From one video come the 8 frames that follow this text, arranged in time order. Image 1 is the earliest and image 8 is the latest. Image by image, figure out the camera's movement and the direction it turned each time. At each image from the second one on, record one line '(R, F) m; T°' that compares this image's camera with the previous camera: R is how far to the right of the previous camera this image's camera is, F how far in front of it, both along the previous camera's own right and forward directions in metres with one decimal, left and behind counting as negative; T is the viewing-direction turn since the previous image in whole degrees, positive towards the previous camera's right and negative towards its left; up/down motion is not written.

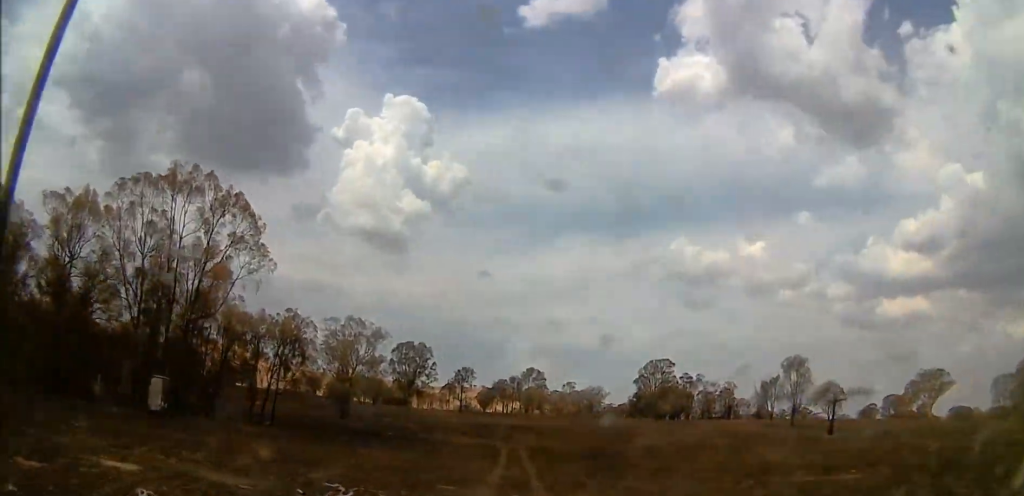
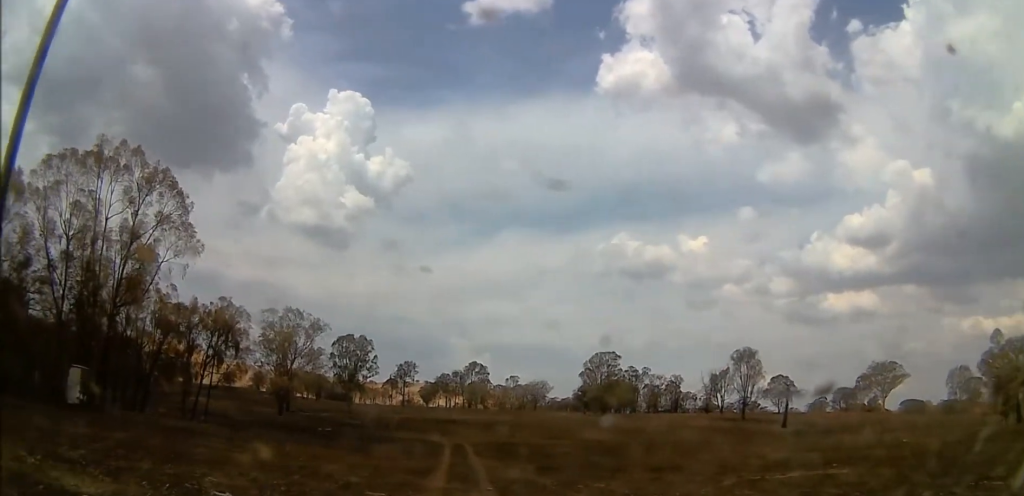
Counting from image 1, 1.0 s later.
(+0.7, +3.8) m; +2°
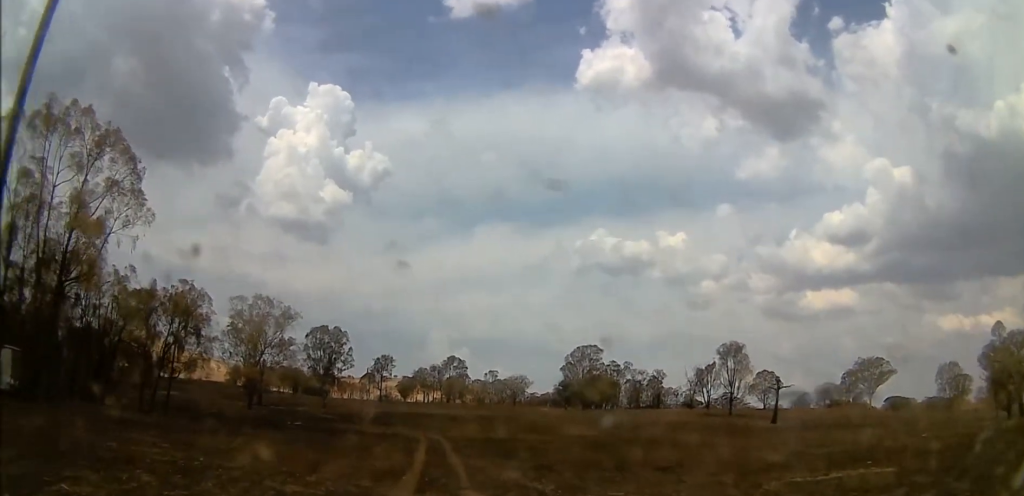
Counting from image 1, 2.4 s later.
(0.0, +5.4) m; +1°
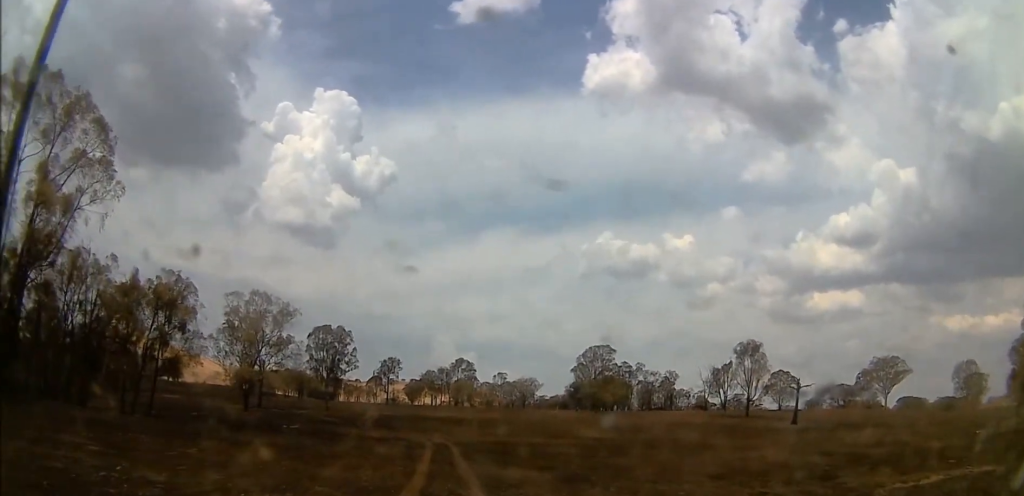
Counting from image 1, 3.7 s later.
(-0.8, +5.6) m; 0°
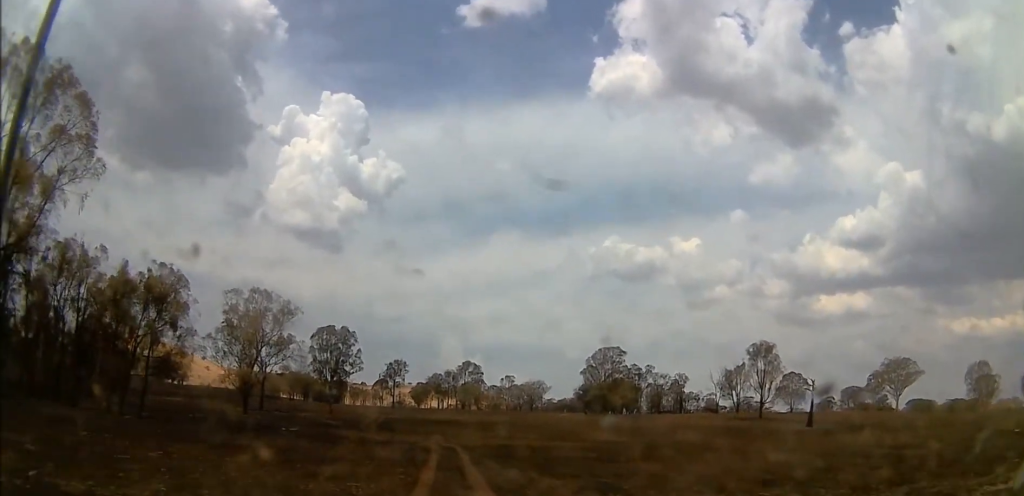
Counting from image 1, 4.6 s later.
(+1.1, +3.4) m; +1°
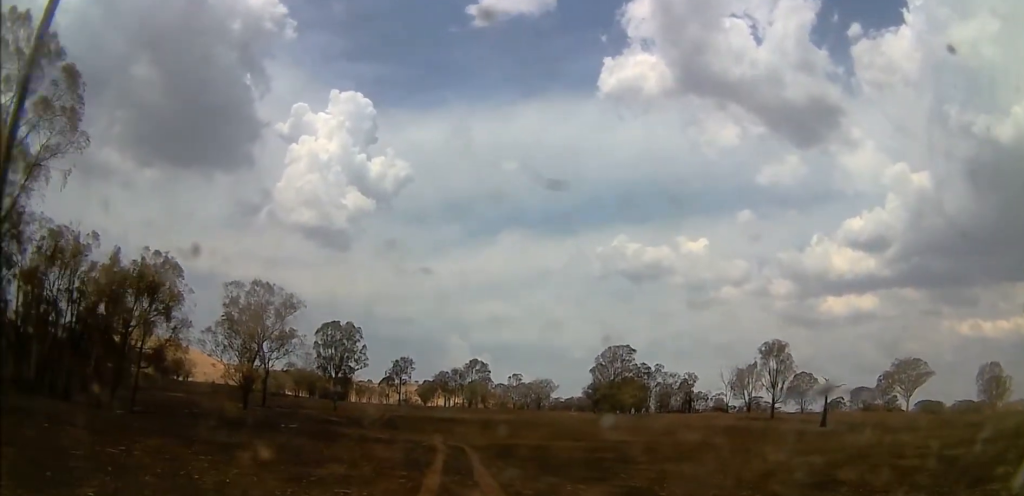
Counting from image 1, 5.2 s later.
(-0.4, +2.9) m; +1°
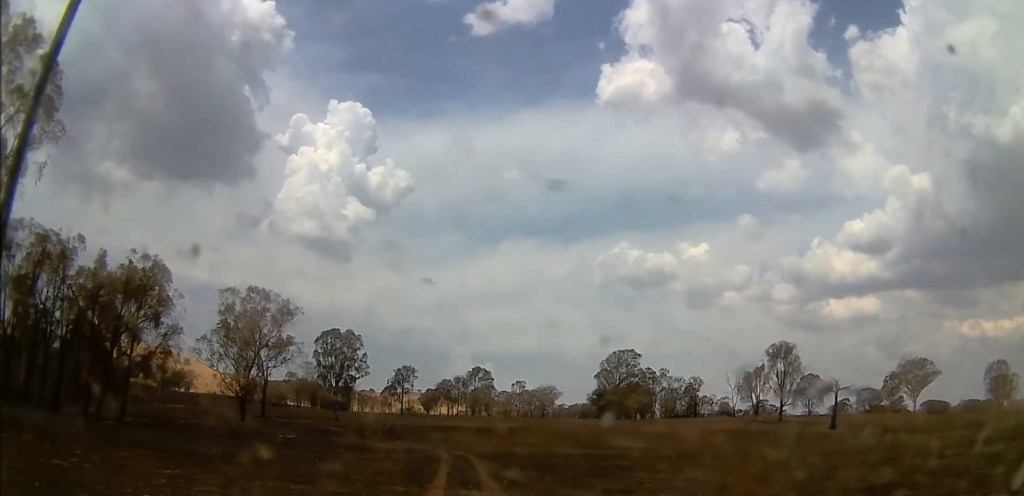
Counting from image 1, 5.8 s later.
(-0.5, +2.7) m; 0°
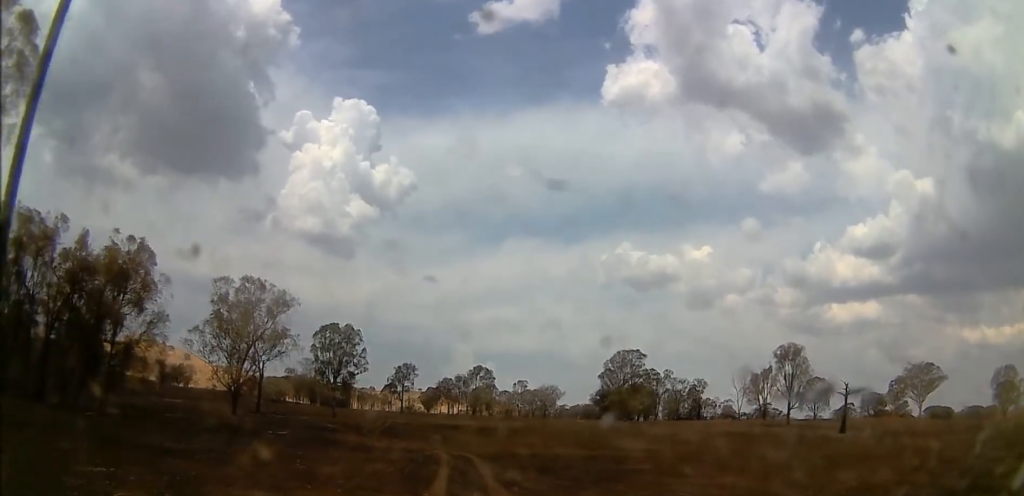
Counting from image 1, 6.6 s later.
(+0.9, +3.4) m; -1°
